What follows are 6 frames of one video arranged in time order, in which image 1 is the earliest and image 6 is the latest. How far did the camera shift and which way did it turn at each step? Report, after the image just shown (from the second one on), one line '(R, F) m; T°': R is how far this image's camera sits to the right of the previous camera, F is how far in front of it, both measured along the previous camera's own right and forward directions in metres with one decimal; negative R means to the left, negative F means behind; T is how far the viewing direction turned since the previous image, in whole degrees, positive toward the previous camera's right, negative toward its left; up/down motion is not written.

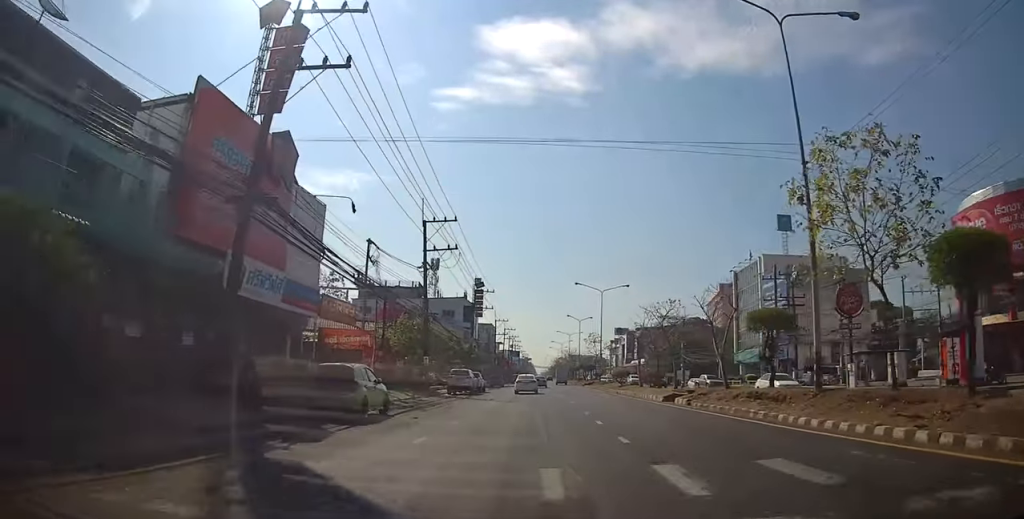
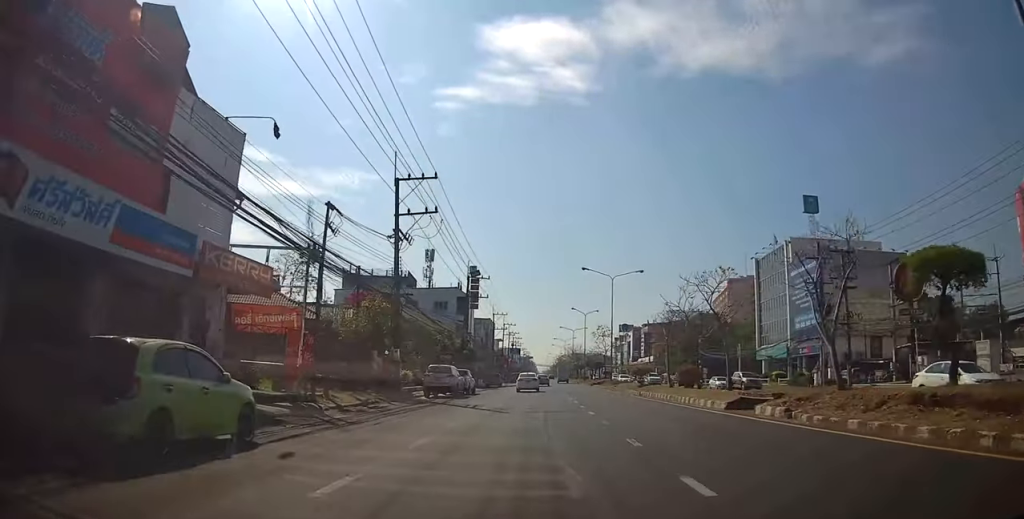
(-0.1, +8.4) m; +1°
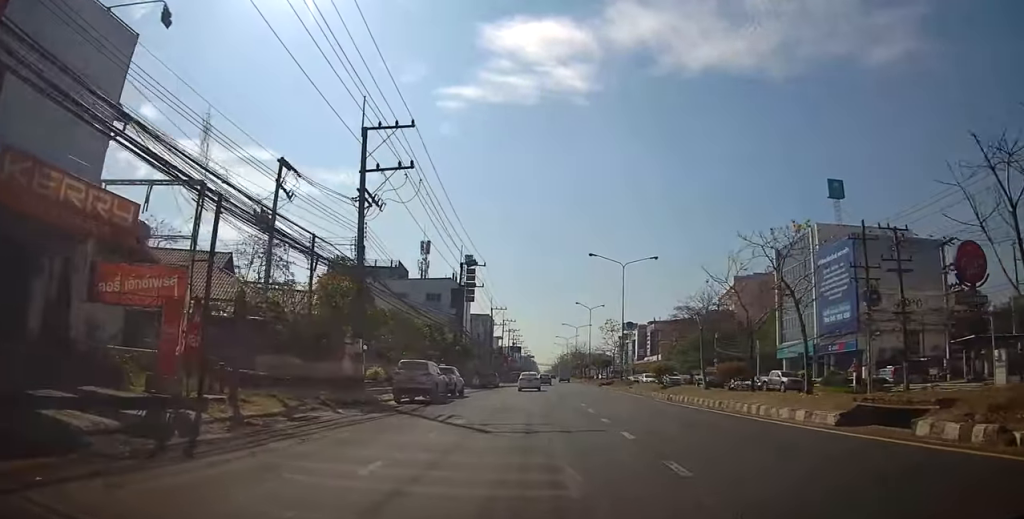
(+0.4, +6.6) m; +2°
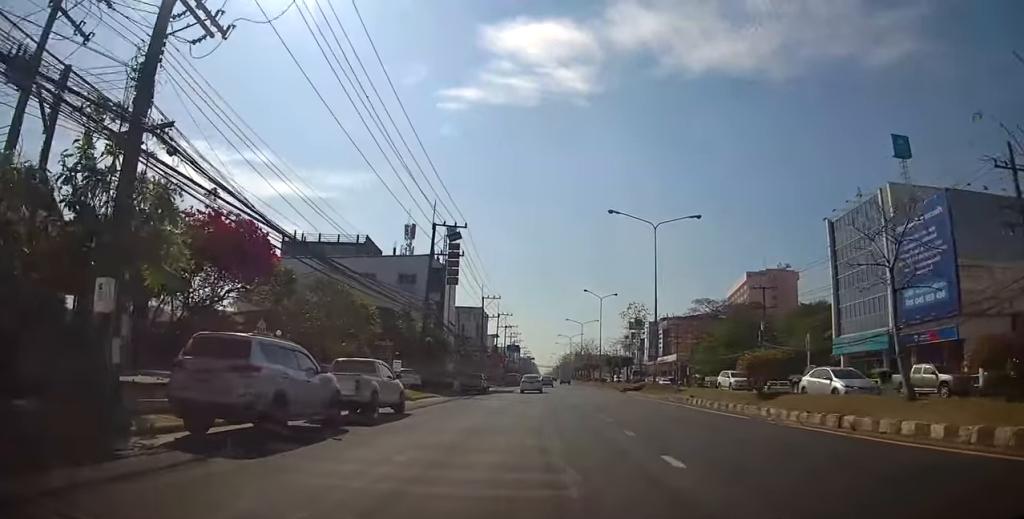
(+0.1, +14.6) m; +1°
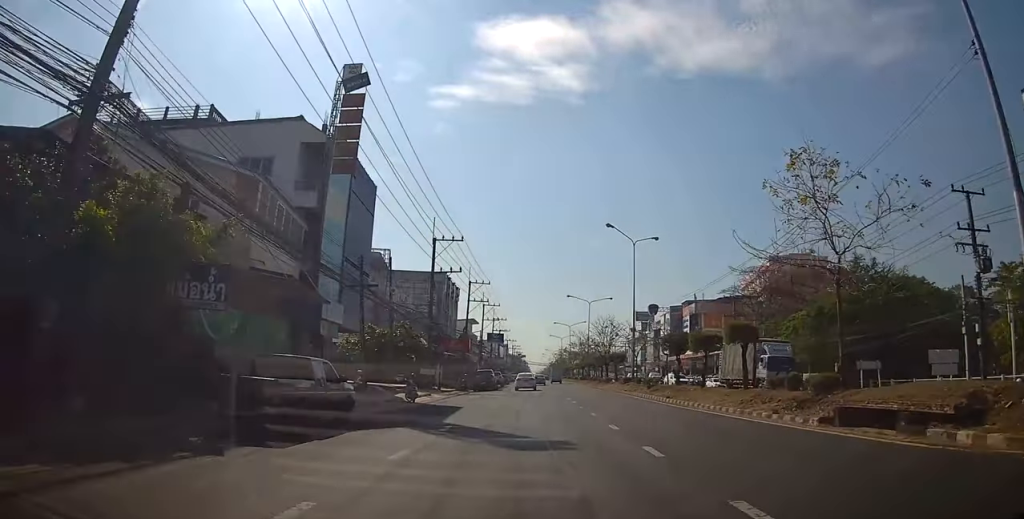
(-1.4, +30.8) m; -2°
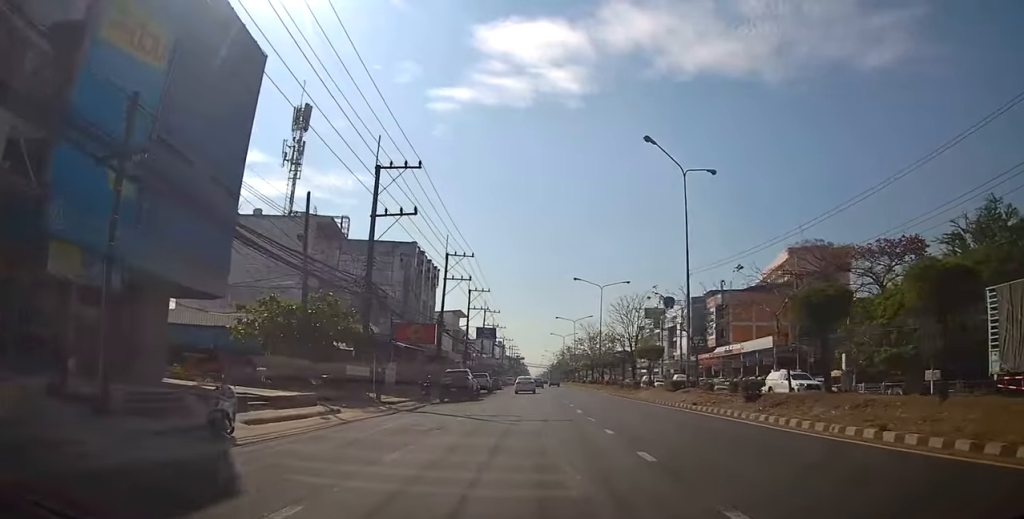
(+0.7, +16.2) m; +1°
